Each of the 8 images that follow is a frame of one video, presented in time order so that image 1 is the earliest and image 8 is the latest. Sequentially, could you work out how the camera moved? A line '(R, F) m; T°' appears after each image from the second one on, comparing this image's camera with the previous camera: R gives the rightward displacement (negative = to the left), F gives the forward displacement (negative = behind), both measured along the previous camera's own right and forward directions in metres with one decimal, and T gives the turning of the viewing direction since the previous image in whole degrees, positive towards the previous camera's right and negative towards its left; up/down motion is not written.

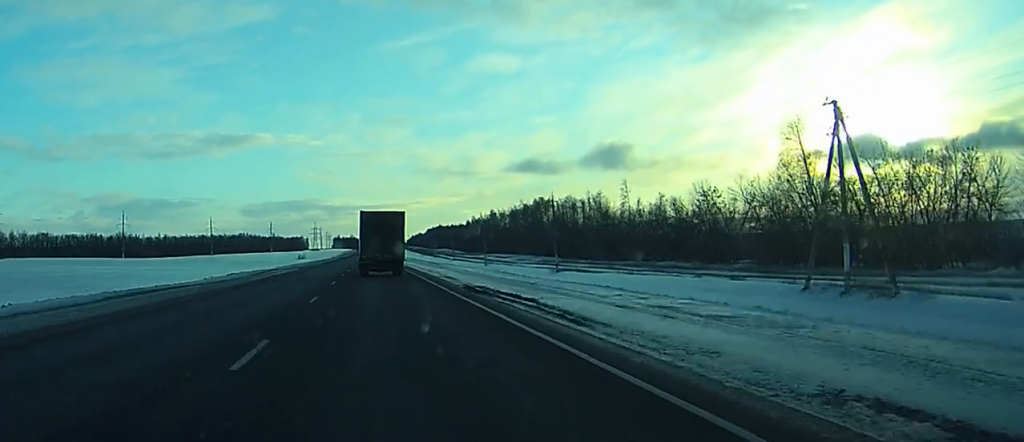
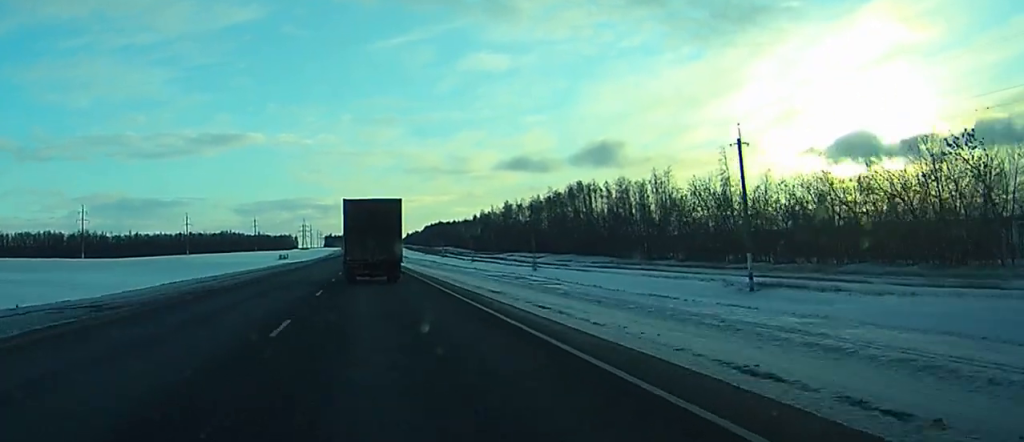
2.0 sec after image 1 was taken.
(-0.2, +57.0) m; 0°
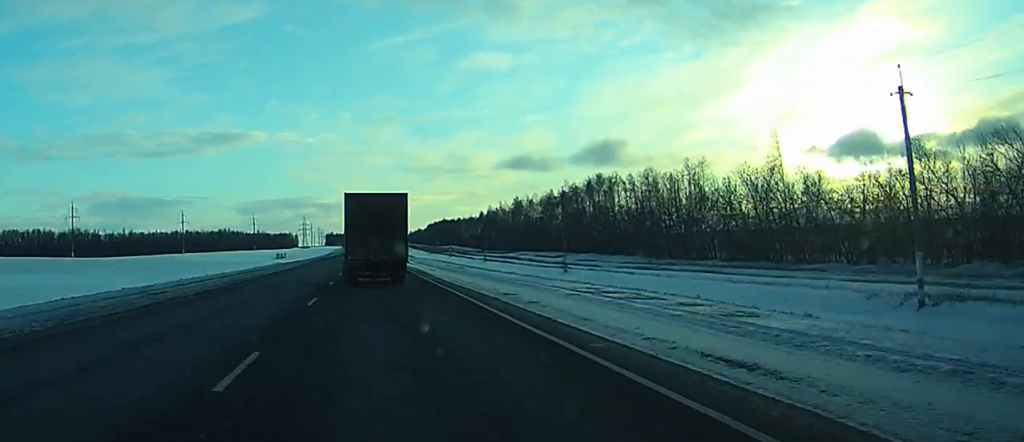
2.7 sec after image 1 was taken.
(0.0, +17.1) m; 0°
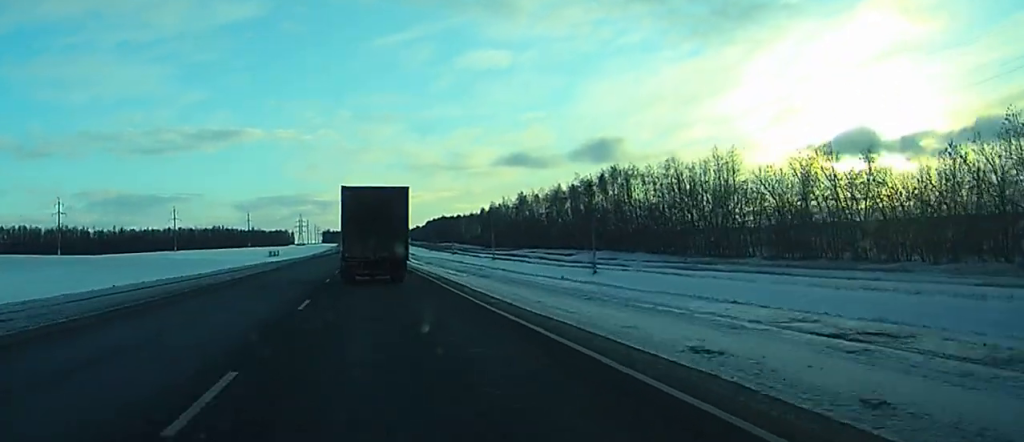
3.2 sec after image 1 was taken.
(+0.1, +14.0) m; 0°
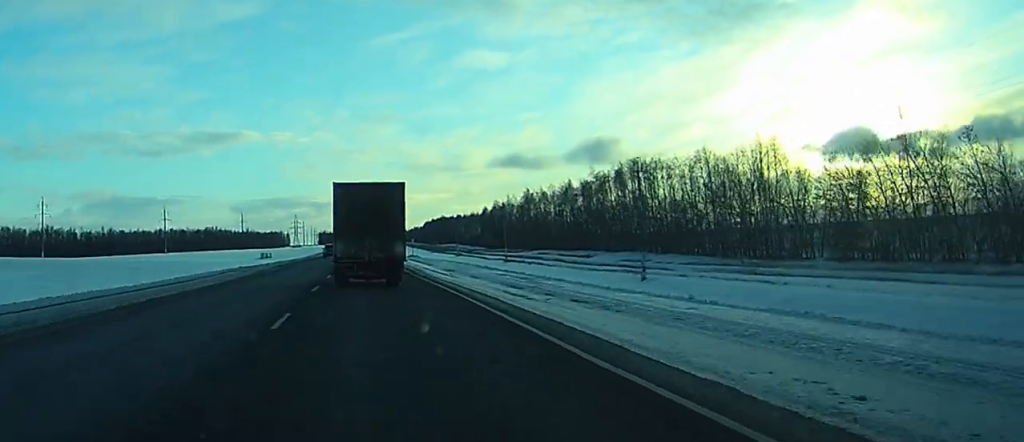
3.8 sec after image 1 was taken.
(0.0, +16.4) m; 0°
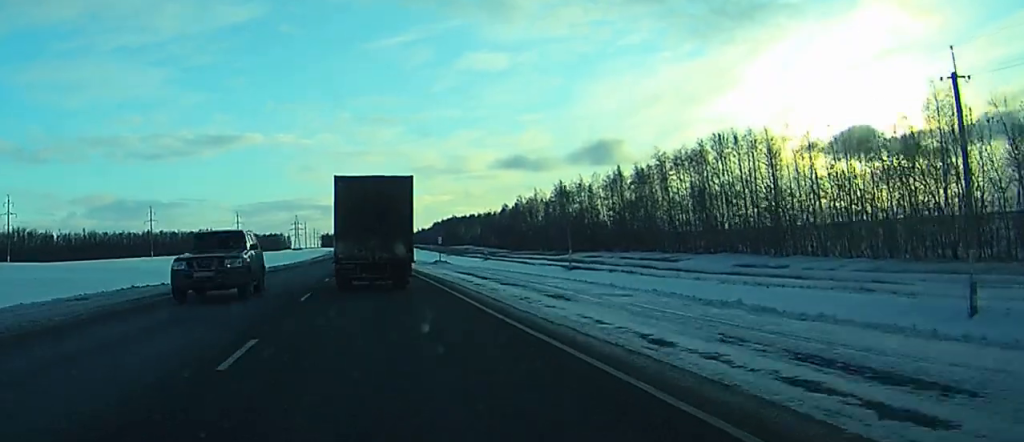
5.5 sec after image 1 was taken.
(+0.2, +41.1) m; 0°
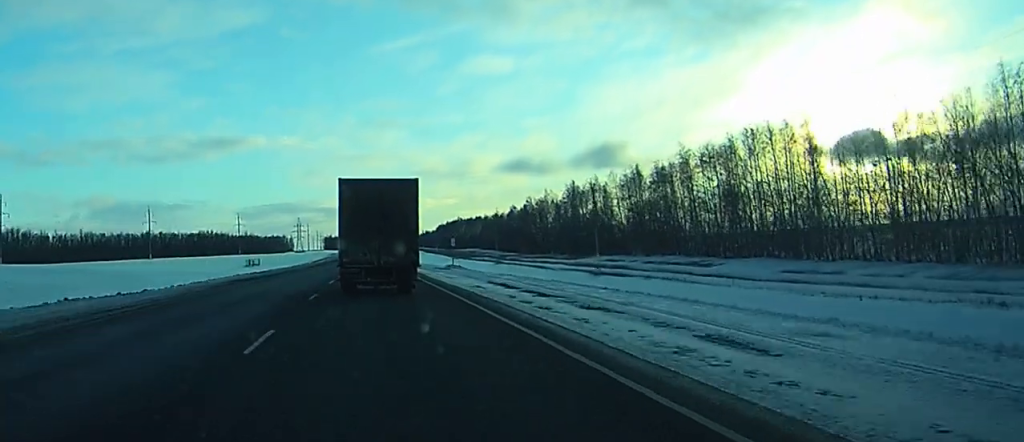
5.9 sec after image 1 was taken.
(0.0, +10.3) m; 0°
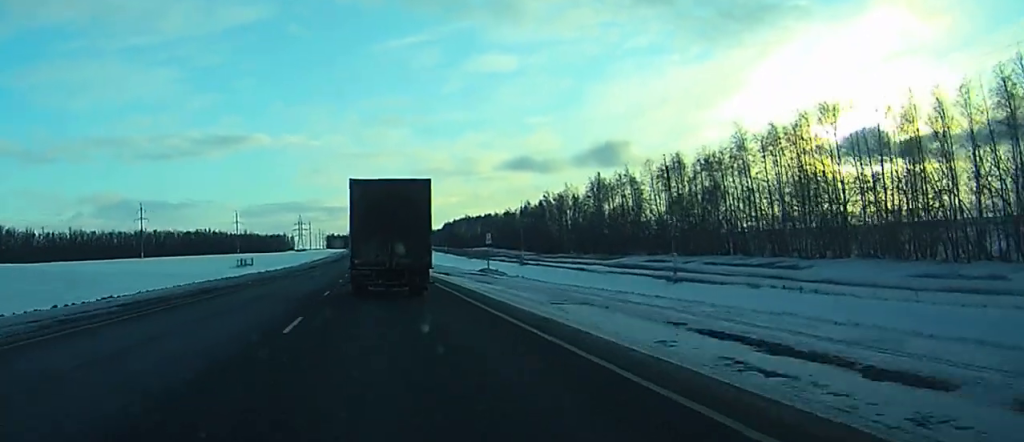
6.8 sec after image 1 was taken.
(-0.1, +21.0) m; 0°
